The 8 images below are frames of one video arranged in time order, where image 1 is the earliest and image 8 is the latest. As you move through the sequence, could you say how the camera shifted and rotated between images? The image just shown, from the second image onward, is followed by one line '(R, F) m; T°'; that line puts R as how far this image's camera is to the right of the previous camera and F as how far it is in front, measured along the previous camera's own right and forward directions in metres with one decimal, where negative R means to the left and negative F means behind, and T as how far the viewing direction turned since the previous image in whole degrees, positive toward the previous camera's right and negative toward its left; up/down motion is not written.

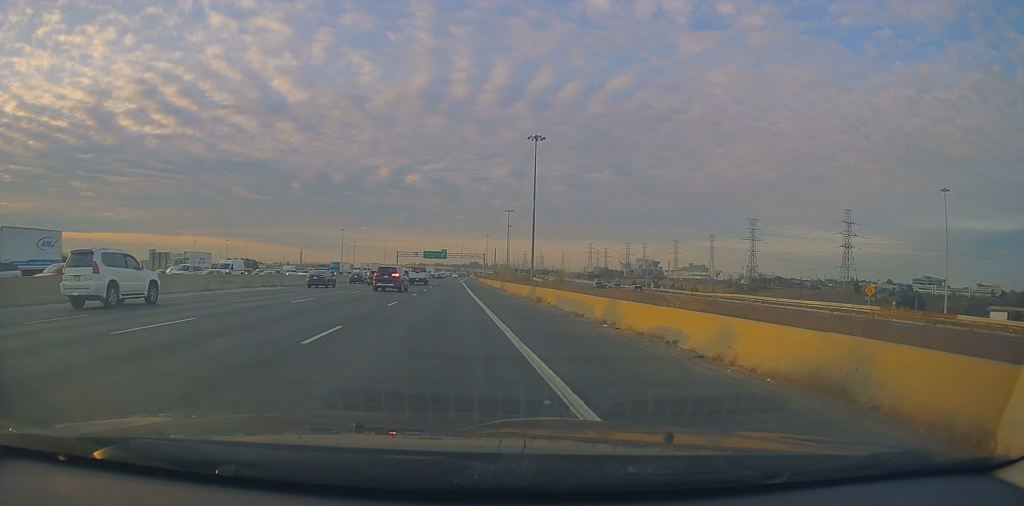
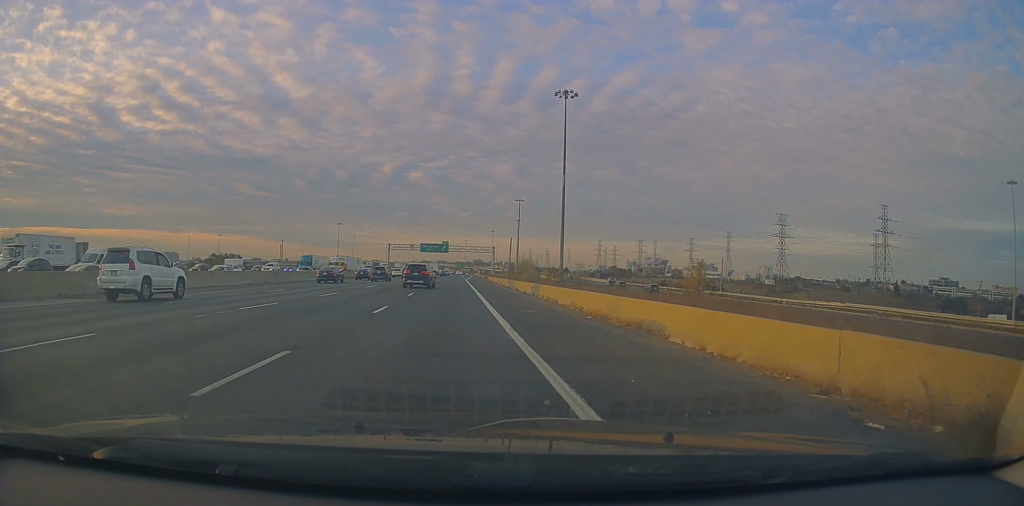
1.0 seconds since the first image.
(+0.1, +28.0) m; 0°
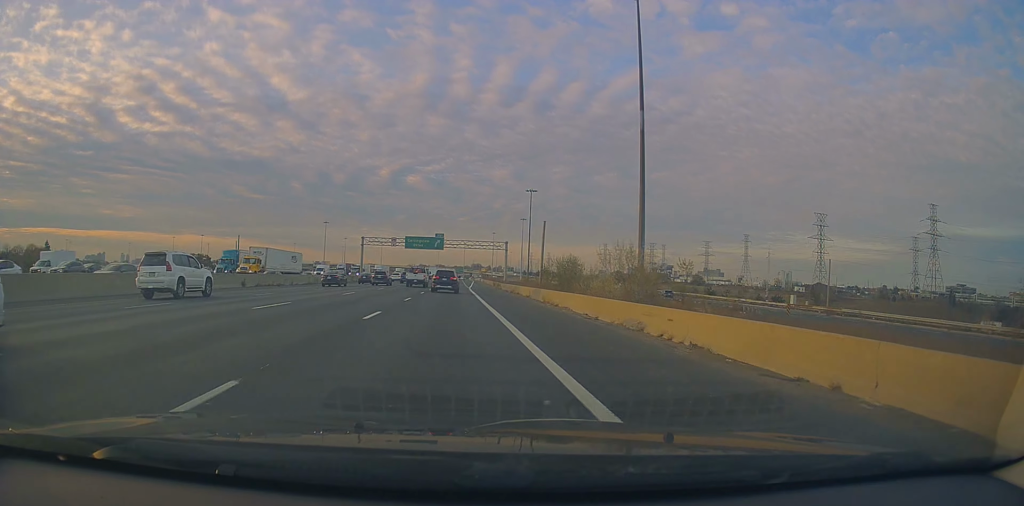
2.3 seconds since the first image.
(-0.3, +37.1) m; 0°
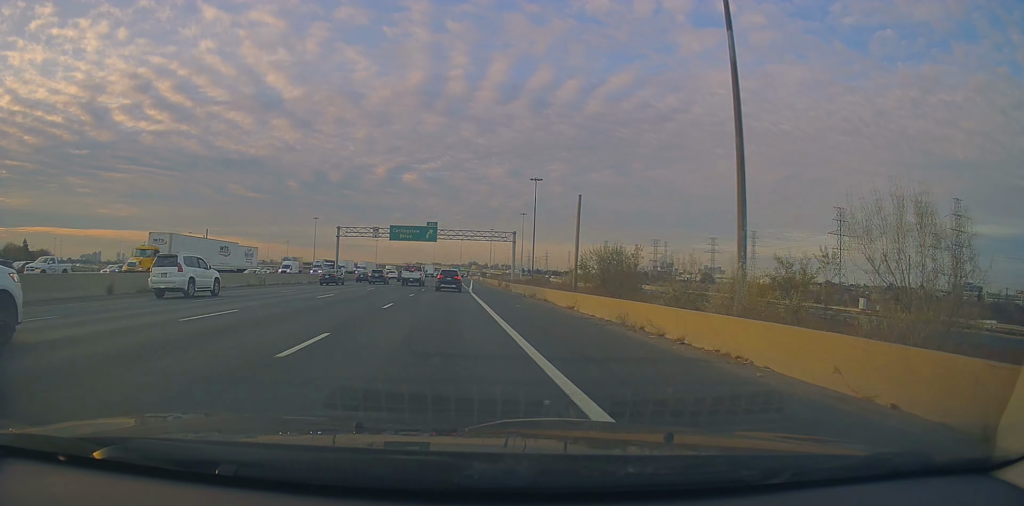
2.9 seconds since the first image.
(+0.2, +18.2) m; +1°
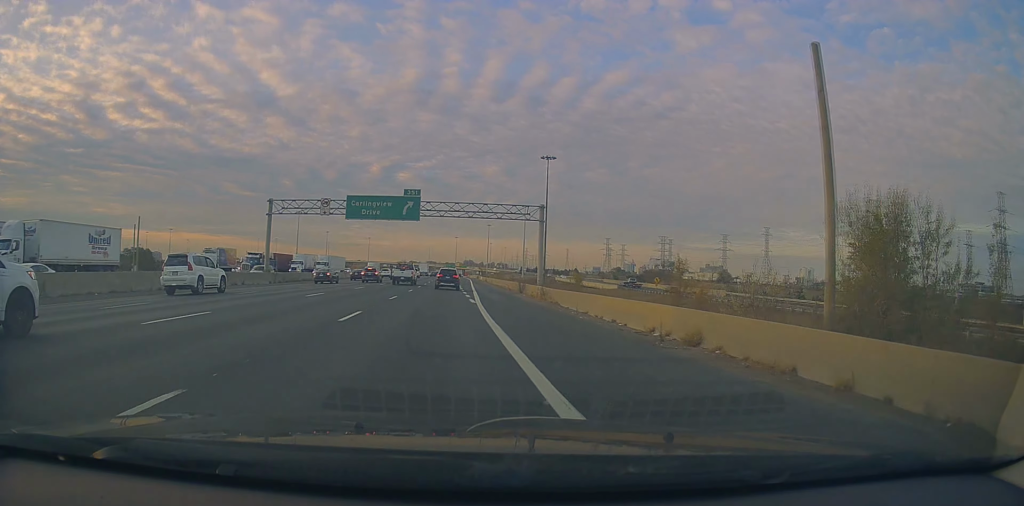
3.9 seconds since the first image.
(+0.4, +29.0) m; 0°
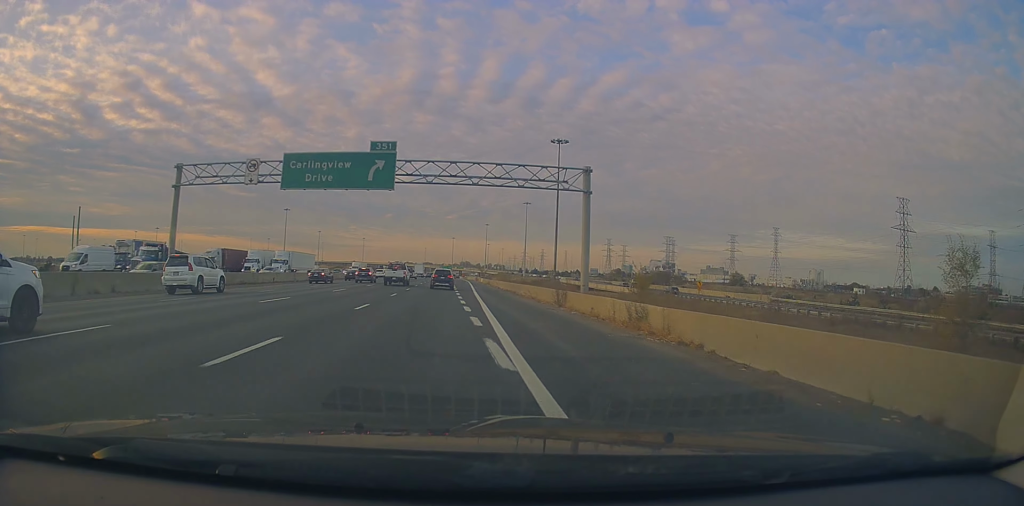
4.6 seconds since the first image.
(-0.1, +18.5) m; -1°
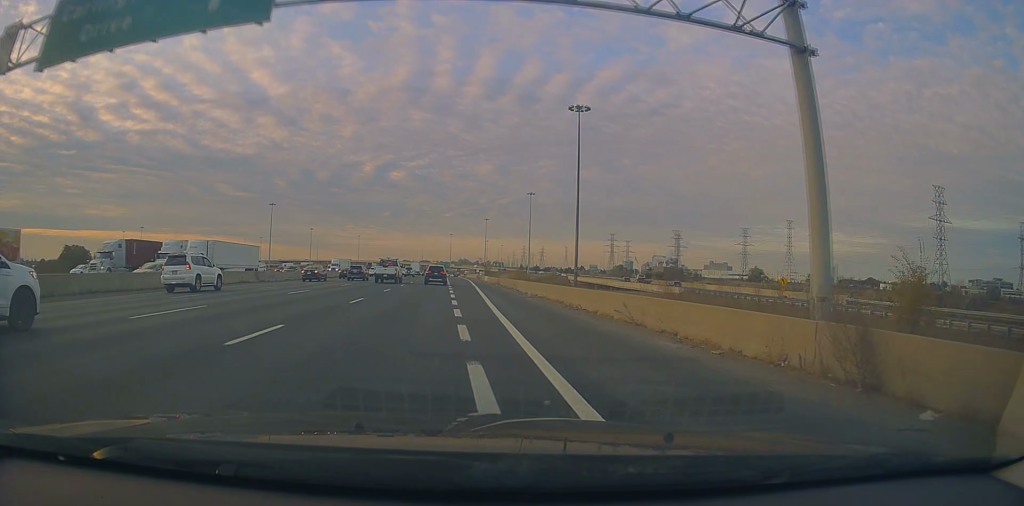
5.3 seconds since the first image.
(-0.3, +21.6) m; -1°
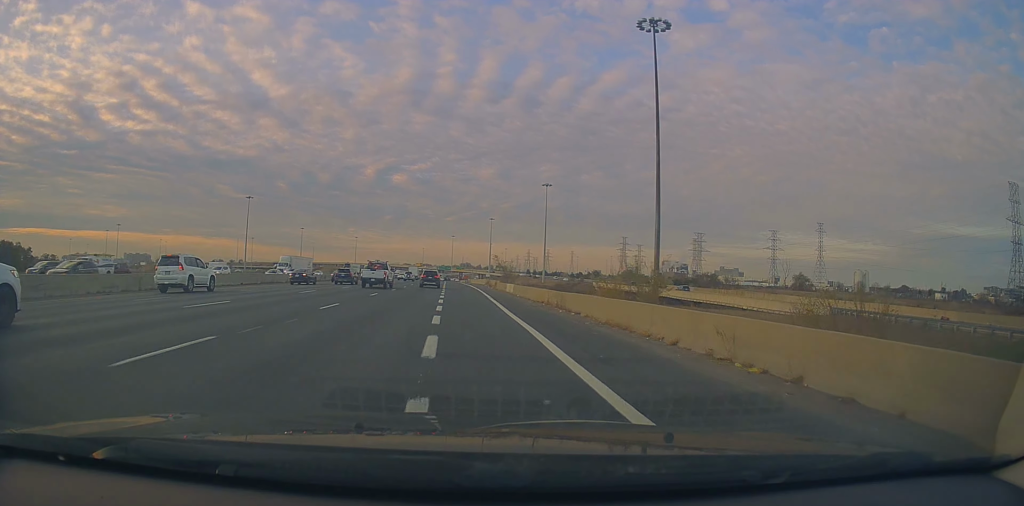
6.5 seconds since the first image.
(+0.4, +36.7) m; +1°
